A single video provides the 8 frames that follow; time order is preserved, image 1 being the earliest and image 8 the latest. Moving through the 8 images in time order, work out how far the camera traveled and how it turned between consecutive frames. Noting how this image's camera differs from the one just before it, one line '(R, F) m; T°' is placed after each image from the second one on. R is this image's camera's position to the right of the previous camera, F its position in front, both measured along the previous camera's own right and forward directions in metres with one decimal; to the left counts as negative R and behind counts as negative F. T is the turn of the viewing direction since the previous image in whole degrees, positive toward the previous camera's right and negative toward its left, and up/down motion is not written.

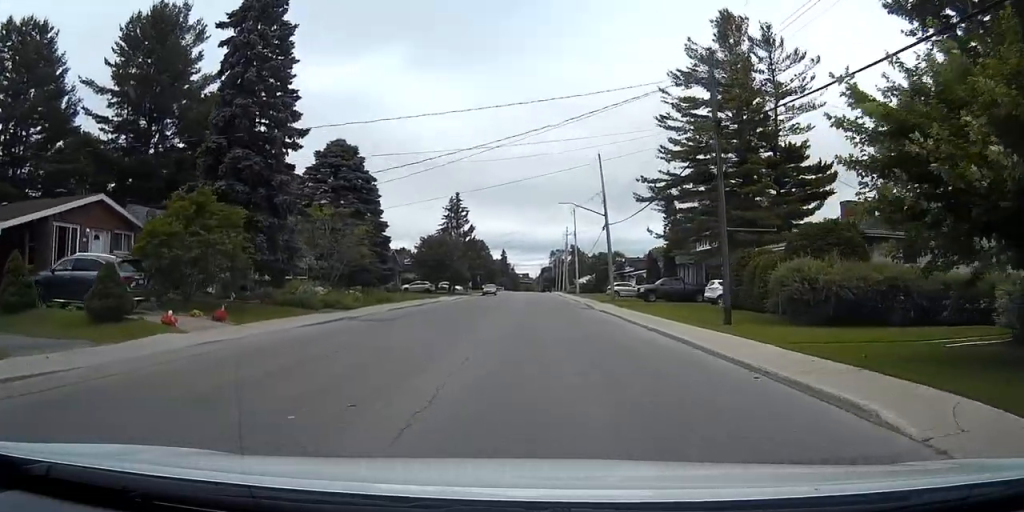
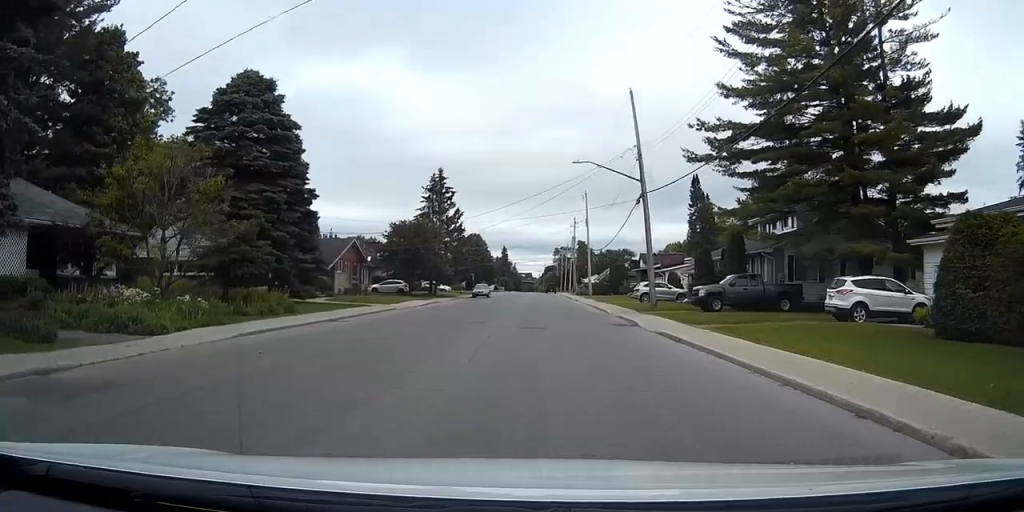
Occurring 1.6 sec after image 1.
(-0.1, +19.9) m; 0°
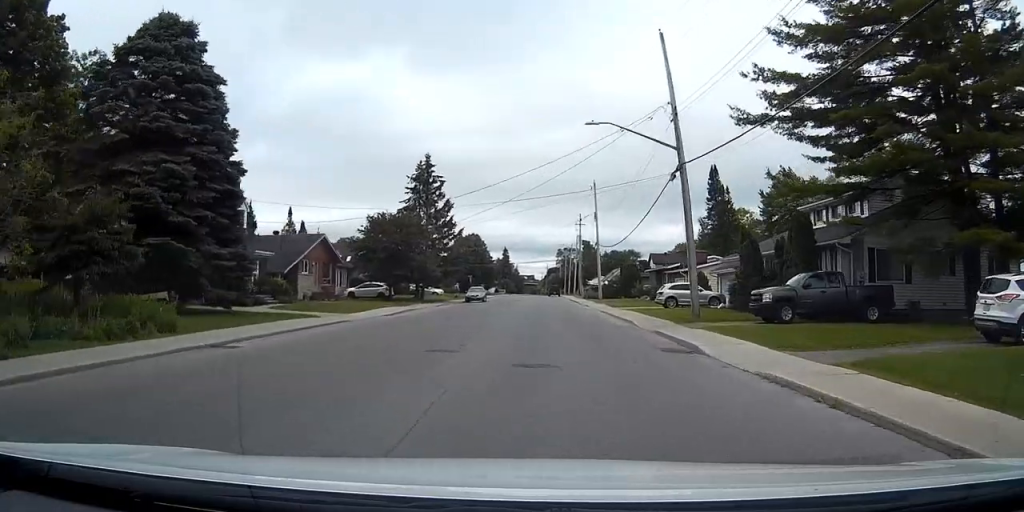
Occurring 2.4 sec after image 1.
(0.0, +10.4) m; 0°
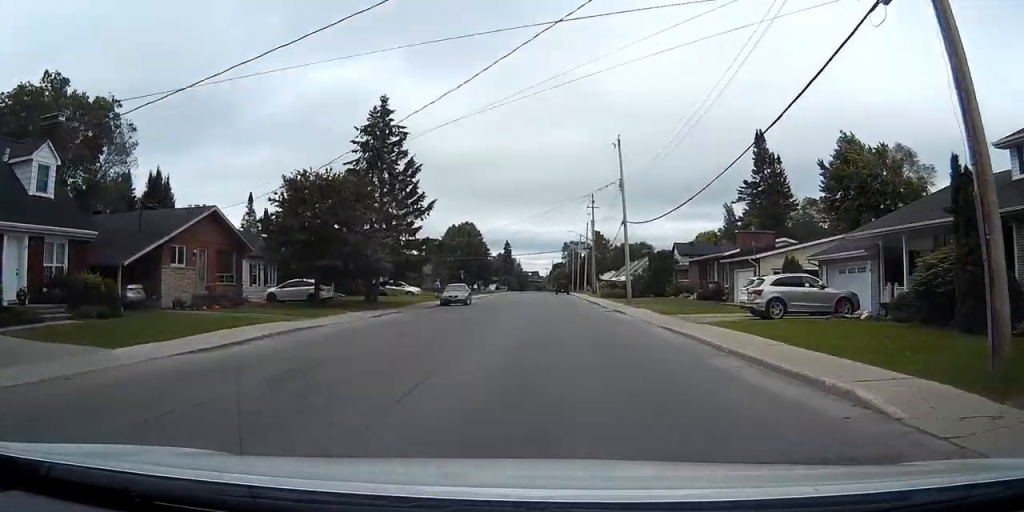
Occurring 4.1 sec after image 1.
(-0.1, +20.4) m; -1°
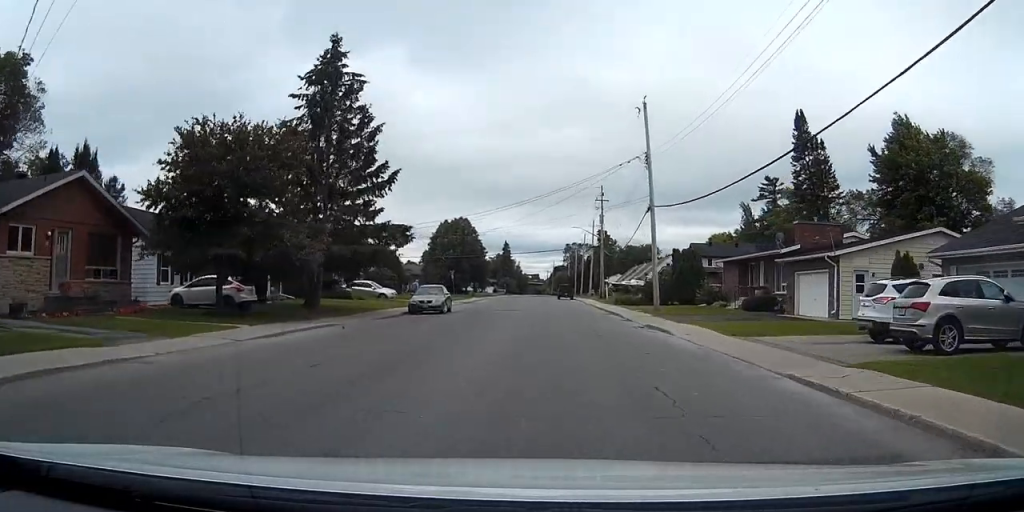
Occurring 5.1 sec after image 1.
(0.0, +12.4) m; 0°
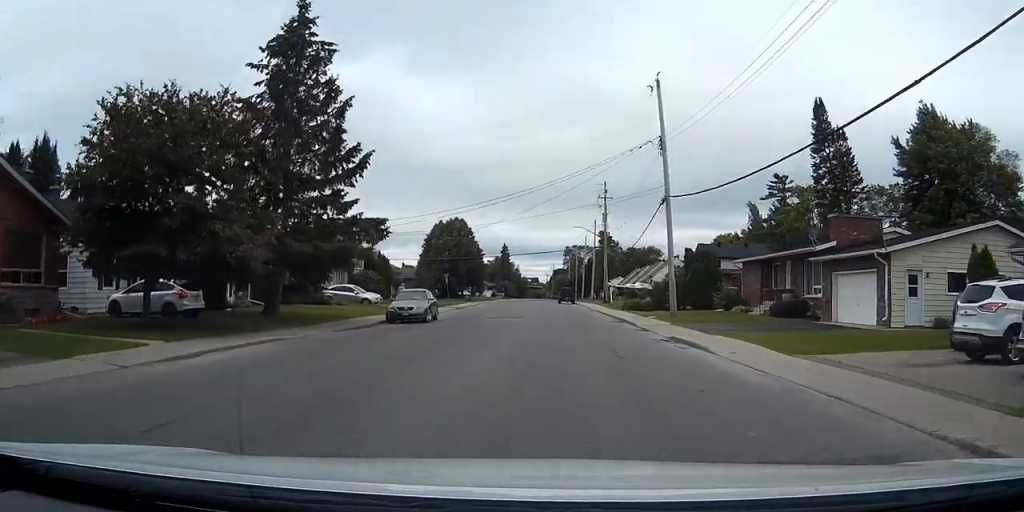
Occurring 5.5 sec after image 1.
(0.0, +5.4) m; 0°
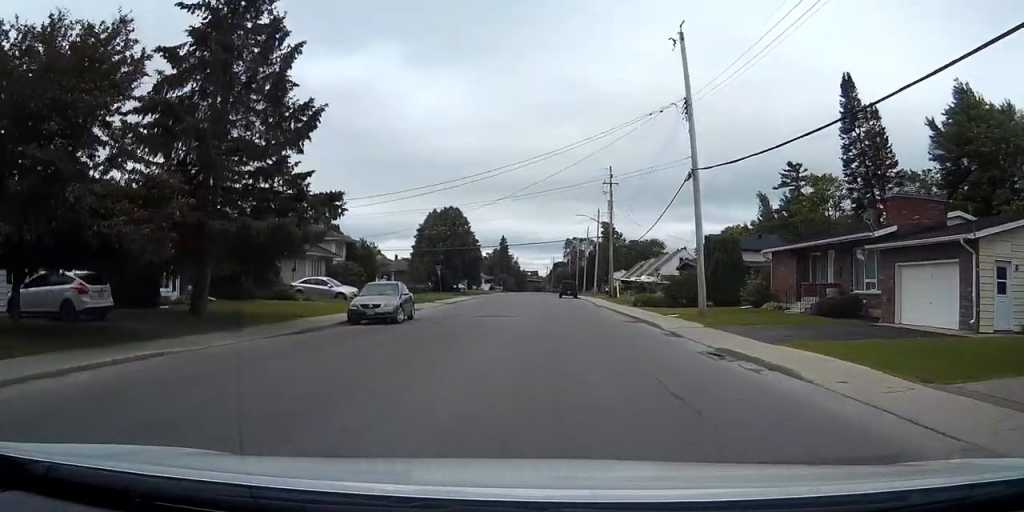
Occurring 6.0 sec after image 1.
(0.0, +6.5) m; 0°
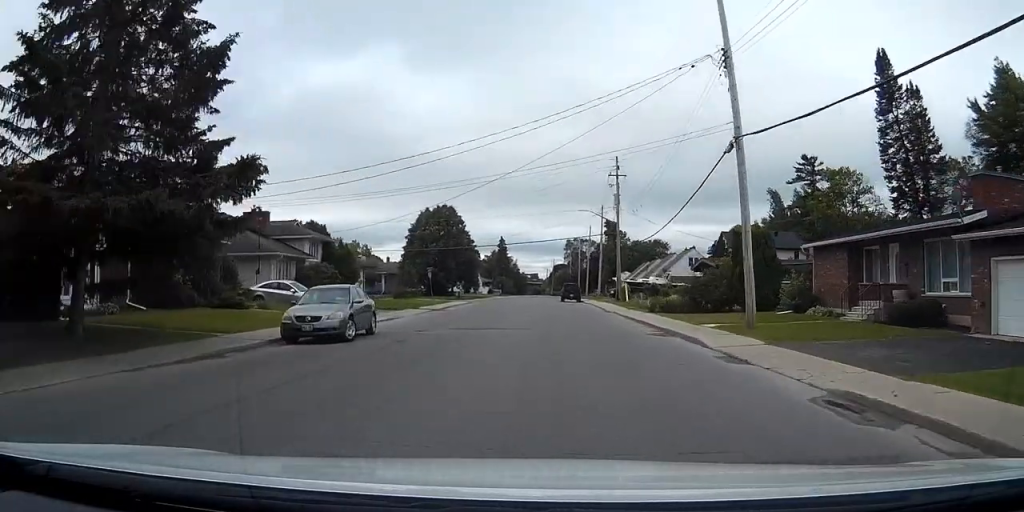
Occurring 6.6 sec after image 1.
(0.0, +6.9) m; 0°
